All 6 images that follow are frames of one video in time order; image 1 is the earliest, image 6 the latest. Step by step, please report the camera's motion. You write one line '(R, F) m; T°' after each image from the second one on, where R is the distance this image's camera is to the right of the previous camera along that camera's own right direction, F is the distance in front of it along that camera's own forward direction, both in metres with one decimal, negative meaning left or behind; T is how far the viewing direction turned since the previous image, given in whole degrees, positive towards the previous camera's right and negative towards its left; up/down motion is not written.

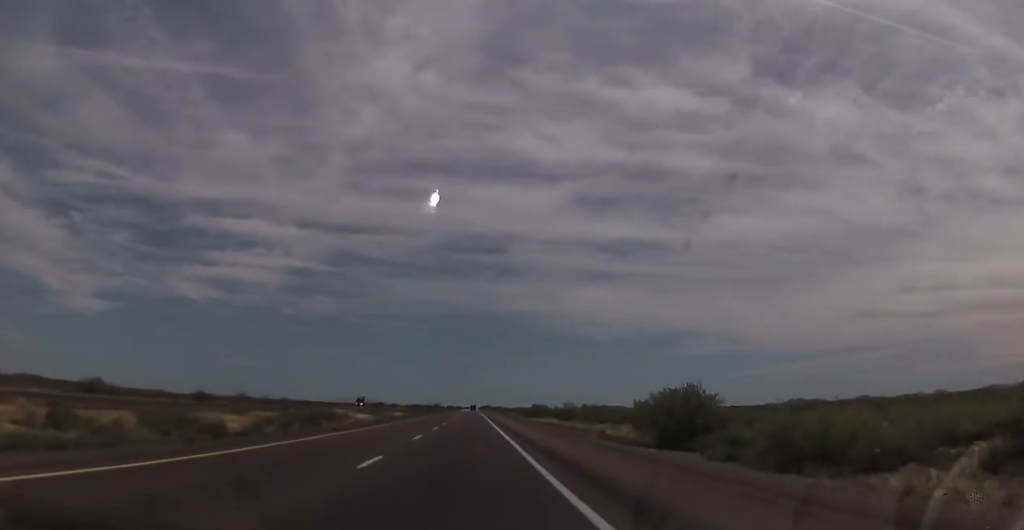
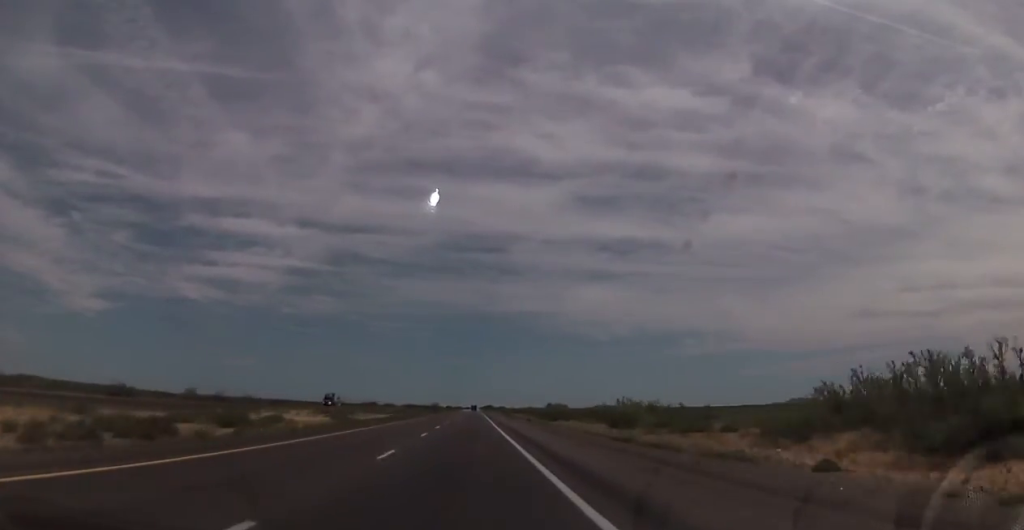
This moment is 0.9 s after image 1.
(-0.1, +34.2) m; 0°
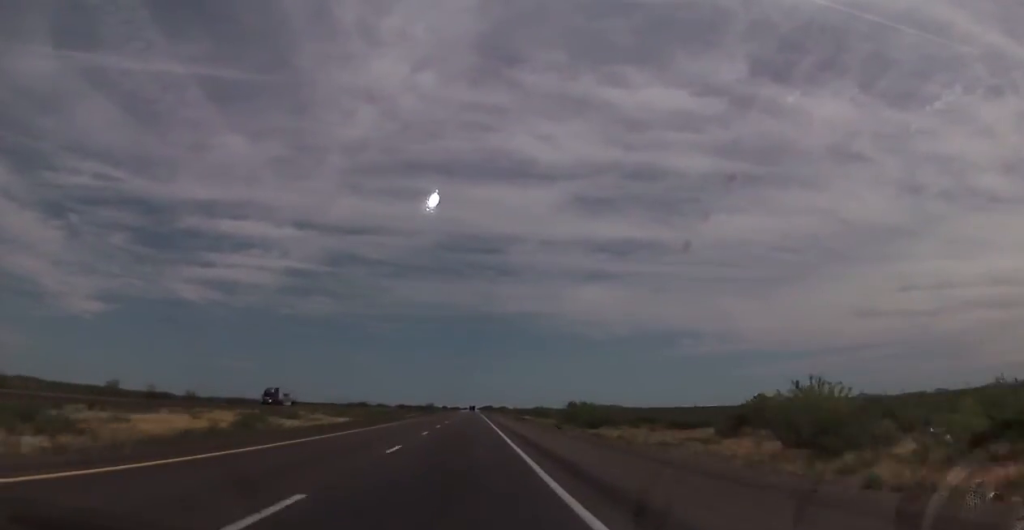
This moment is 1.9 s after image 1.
(-0.1, +34.1) m; 0°
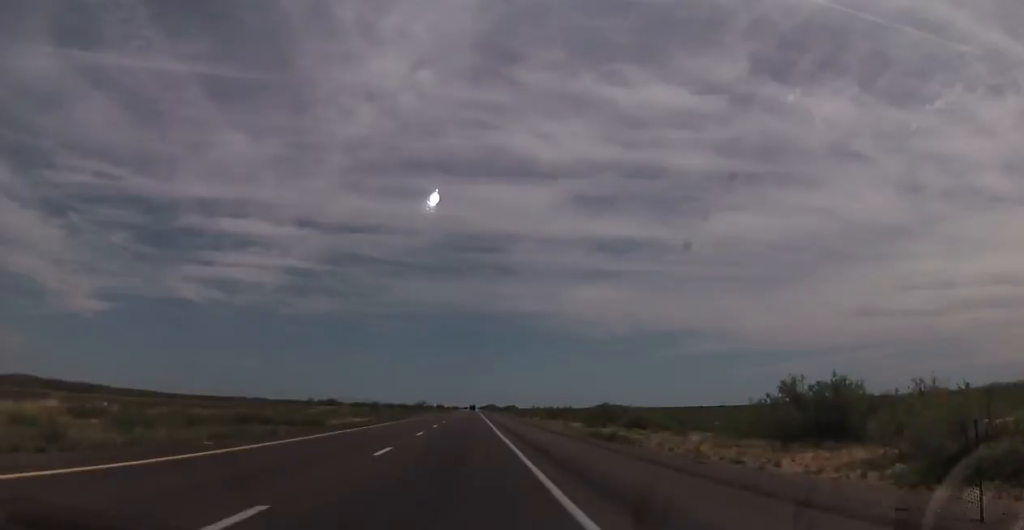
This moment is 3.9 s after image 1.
(+0.6, +74.2) m; 0°
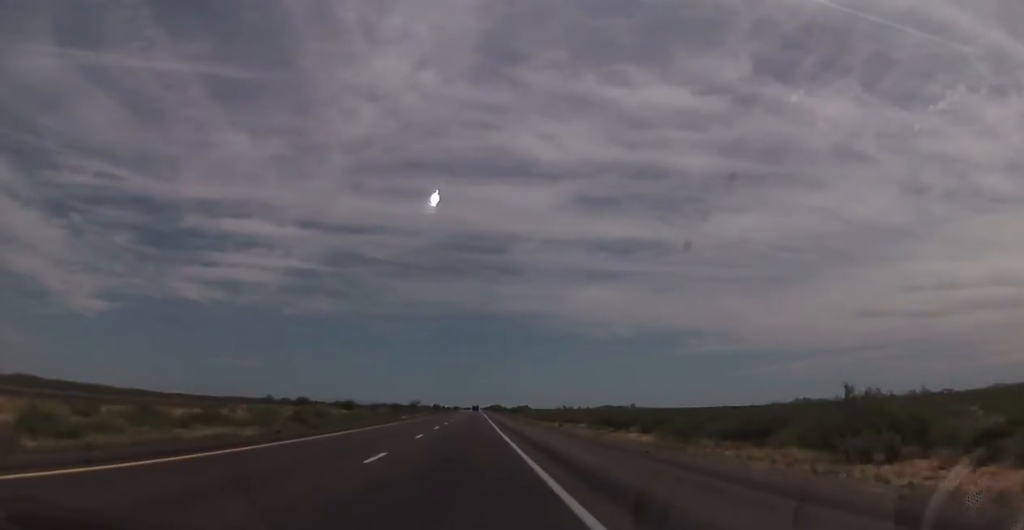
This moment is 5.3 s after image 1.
(-0.6, +50.6) m; 0°
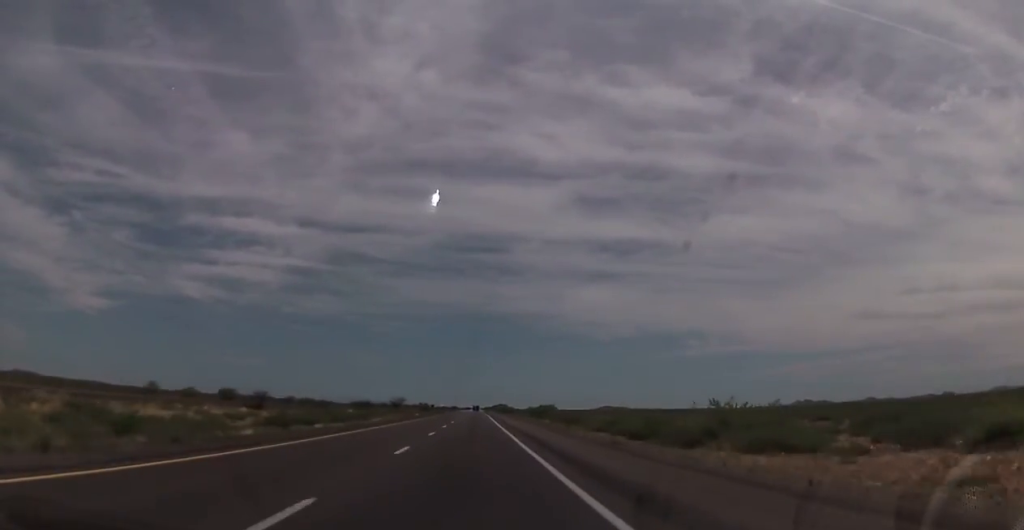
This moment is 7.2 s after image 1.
(+0.9, +69.6) m; 0°
